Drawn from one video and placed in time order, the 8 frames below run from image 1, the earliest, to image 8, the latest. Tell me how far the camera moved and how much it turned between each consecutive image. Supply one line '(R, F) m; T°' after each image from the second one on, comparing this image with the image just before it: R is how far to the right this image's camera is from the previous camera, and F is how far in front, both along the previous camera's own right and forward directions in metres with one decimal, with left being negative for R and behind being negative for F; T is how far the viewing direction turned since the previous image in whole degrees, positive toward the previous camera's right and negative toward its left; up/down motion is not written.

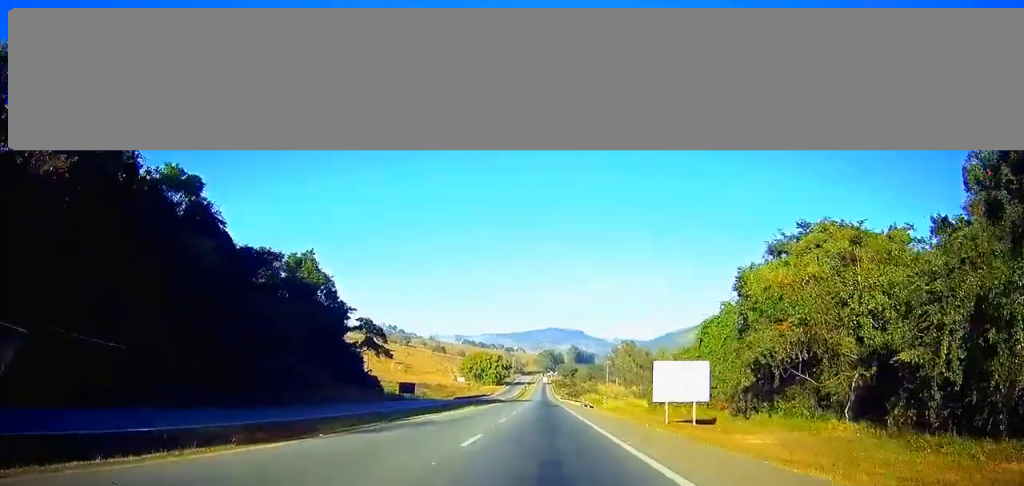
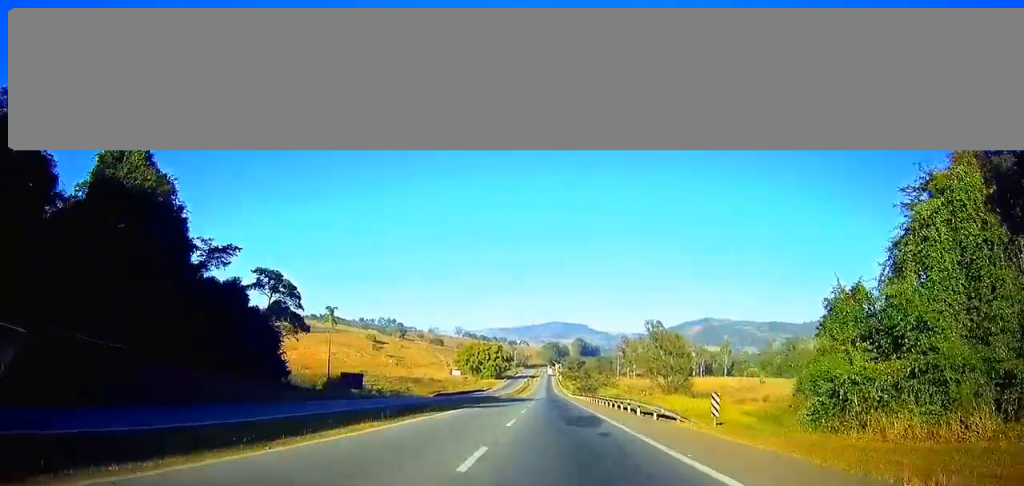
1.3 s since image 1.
(+0.1, +40.0) m; 0°
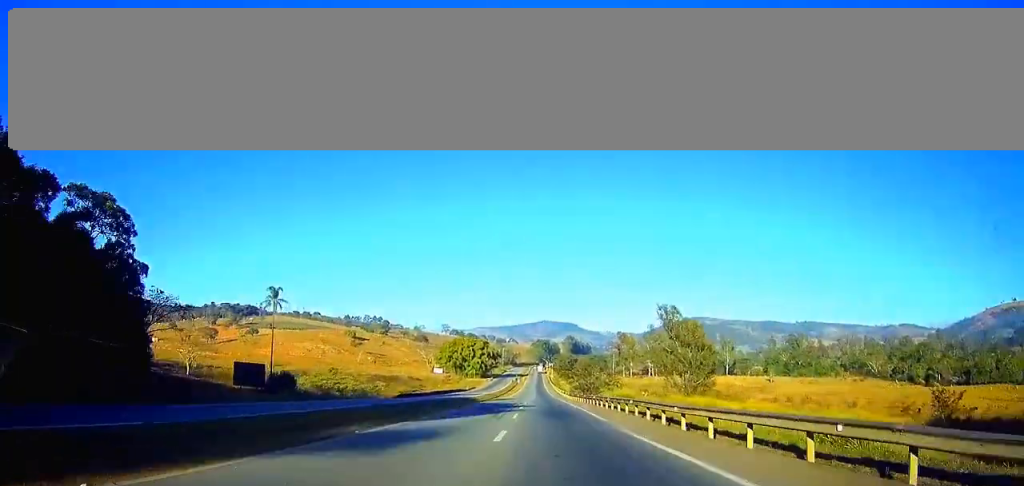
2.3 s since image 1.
(-0.2, +29.3) m; 0°
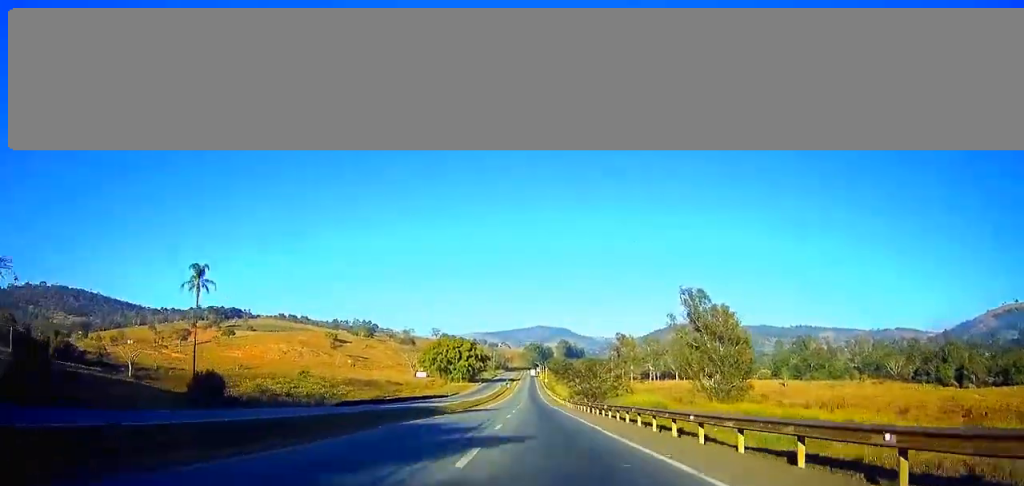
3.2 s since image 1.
(+0.1, +28.3) m; +1°
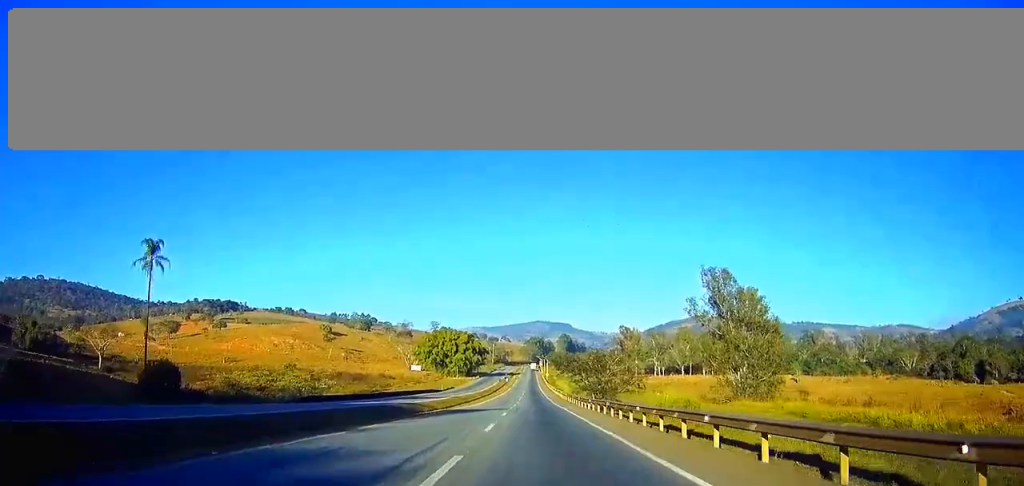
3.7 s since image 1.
(0.0, +14.2) m; 0°
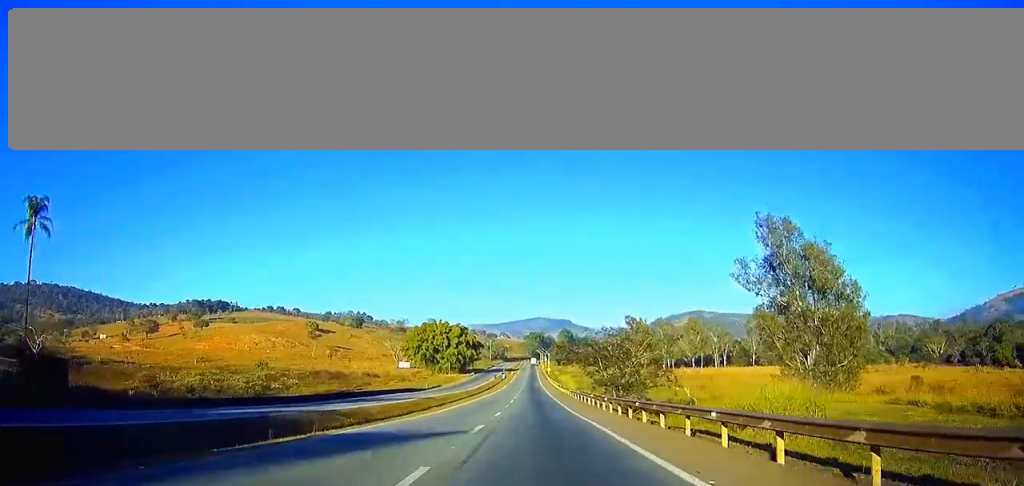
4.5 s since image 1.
(0.0, +25.4) m; 0°
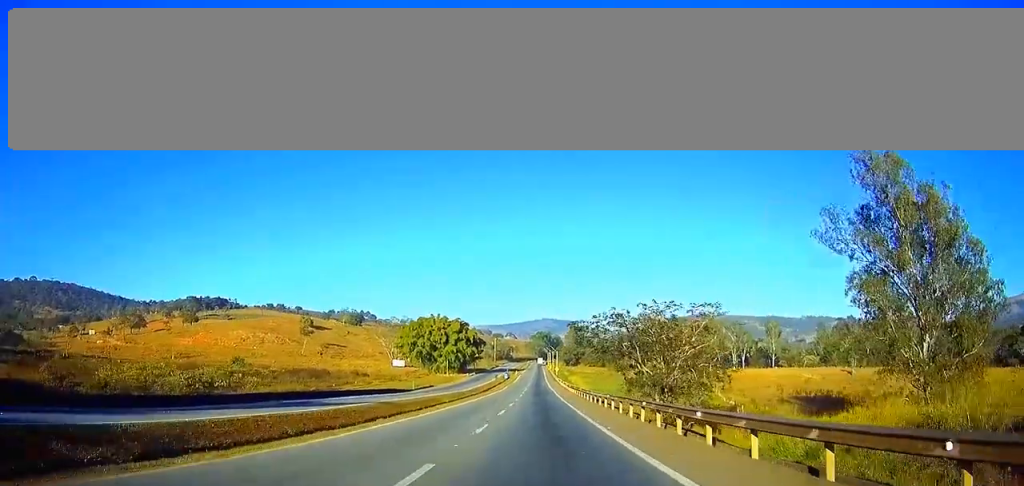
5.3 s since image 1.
(0.0, +22.5) m; 0°
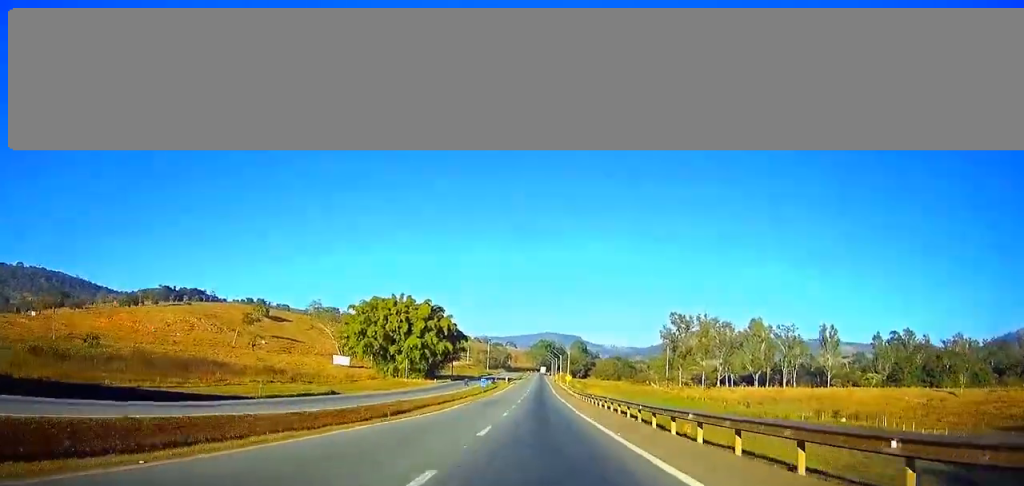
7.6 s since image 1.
(-0.5, +71.0) m; 0°
